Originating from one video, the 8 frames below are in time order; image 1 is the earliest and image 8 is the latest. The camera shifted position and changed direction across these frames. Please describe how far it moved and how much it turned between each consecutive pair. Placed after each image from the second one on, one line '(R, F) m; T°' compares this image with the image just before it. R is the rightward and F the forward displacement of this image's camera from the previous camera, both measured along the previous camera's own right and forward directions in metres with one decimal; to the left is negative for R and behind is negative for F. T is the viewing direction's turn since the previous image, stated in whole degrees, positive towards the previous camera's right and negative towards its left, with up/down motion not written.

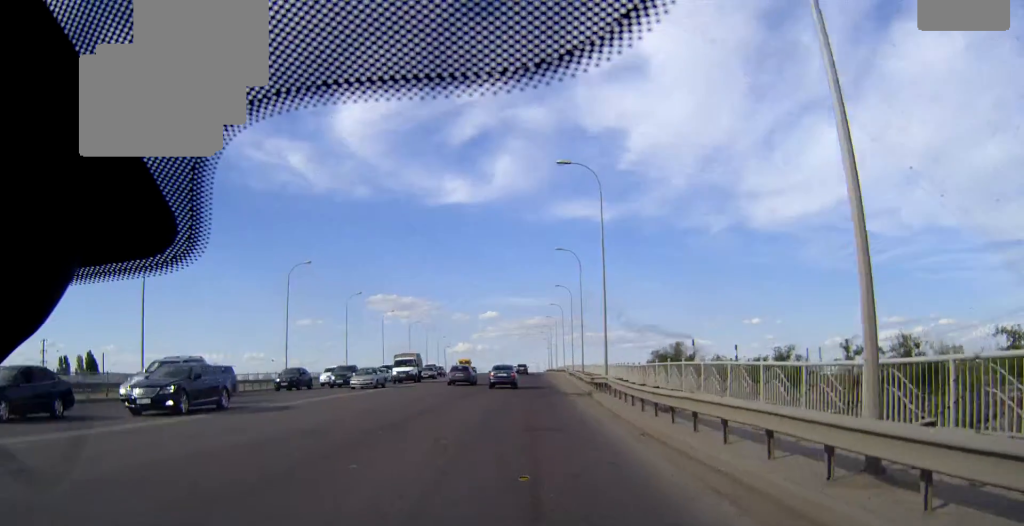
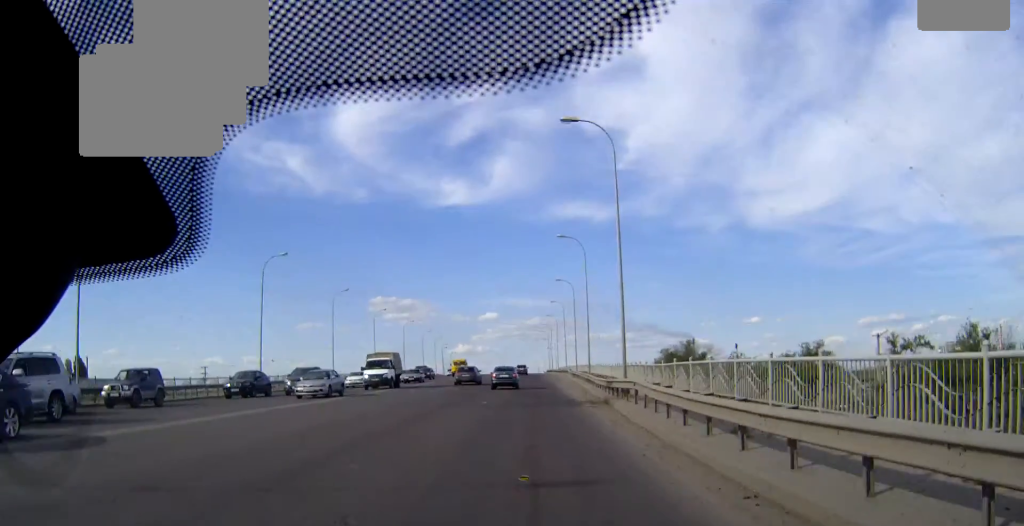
(0.0, +7.0) m; 0°
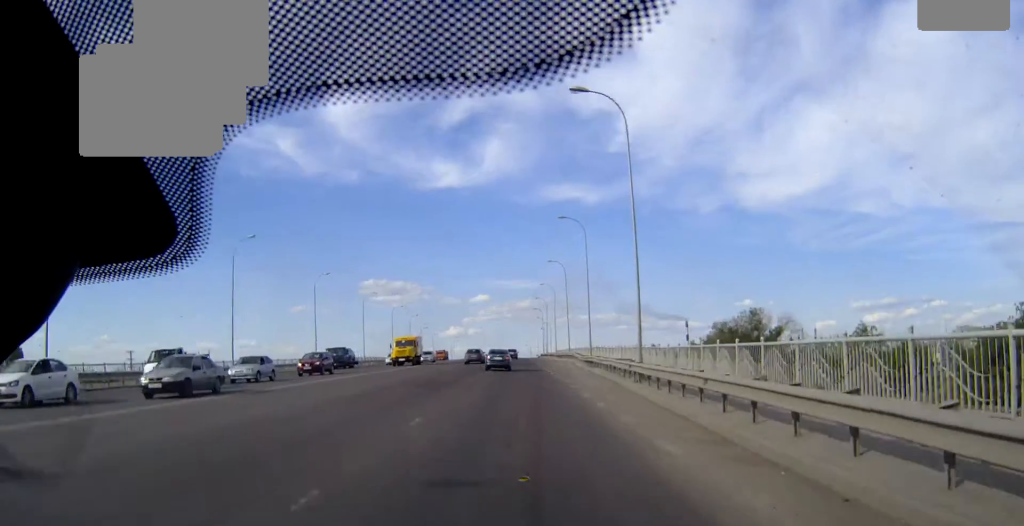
(+0.1, +31.1) m; 0°
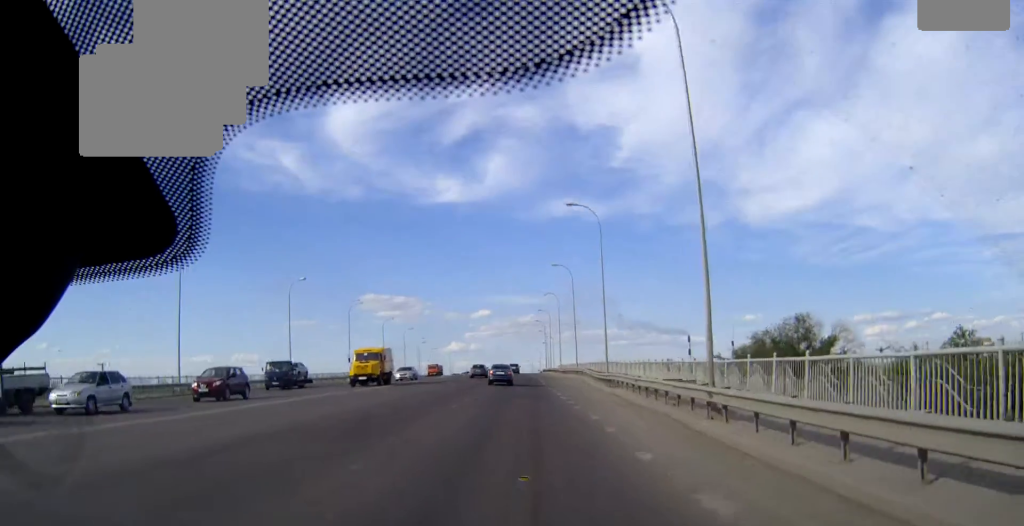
(0.0, +11.1) m; 0°
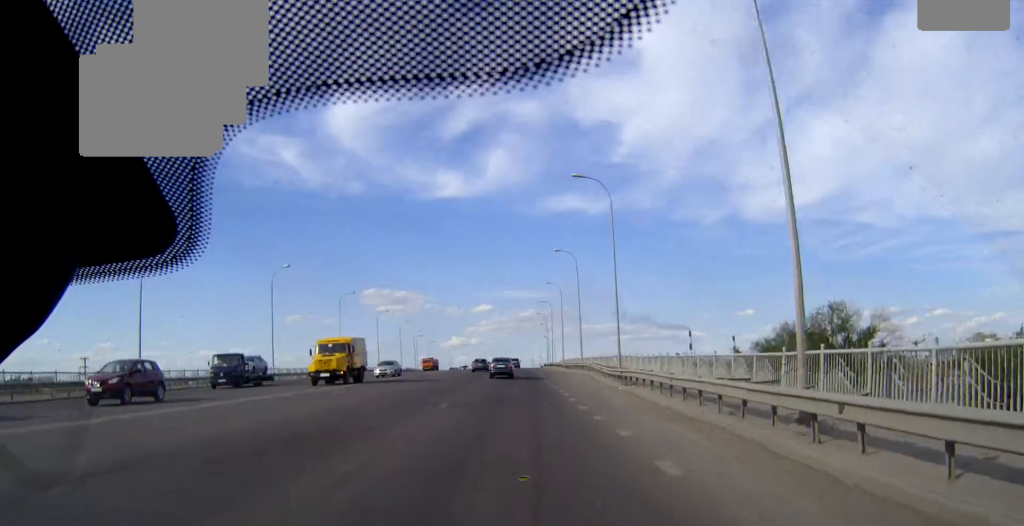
(0.0, +6.2) m; 0°
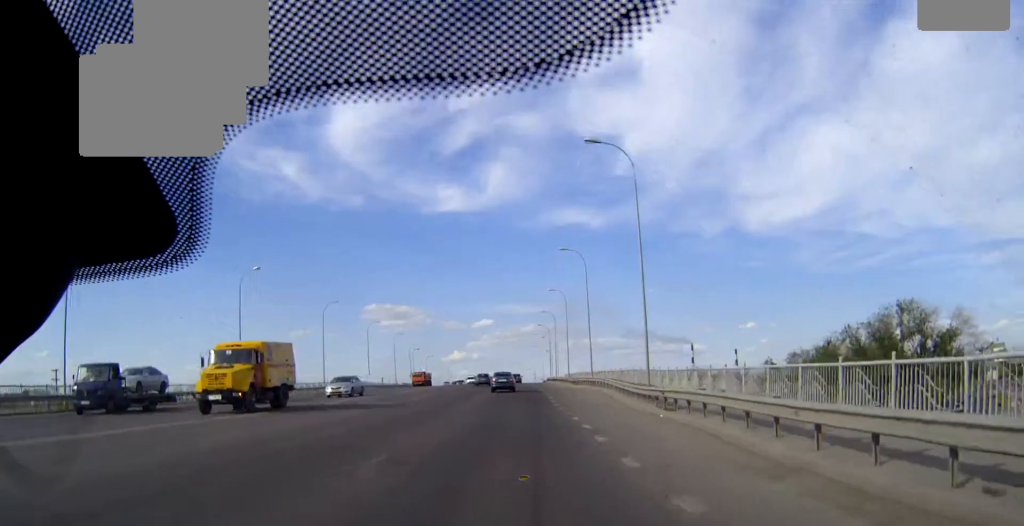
(0.0, +9.5) m; 0°
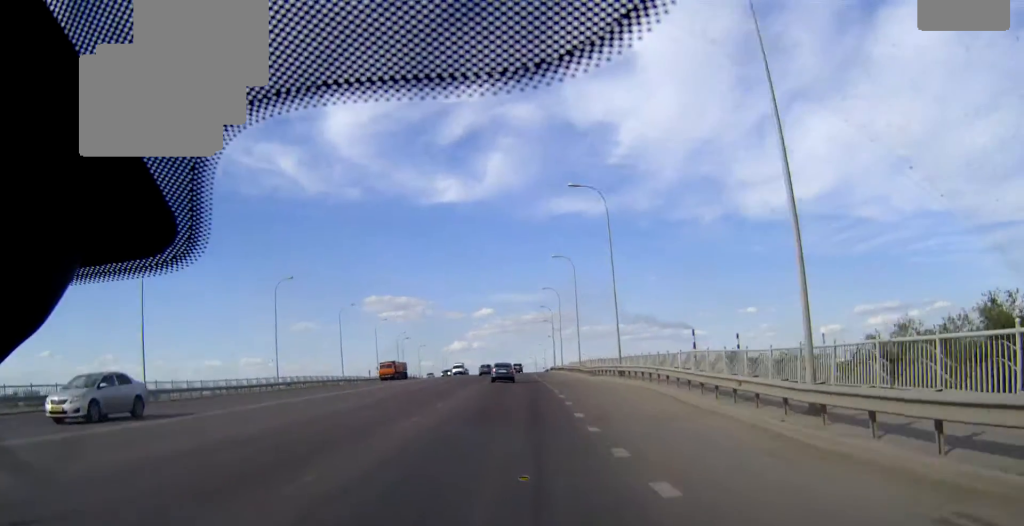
(0.0, +18.9) m; 0°
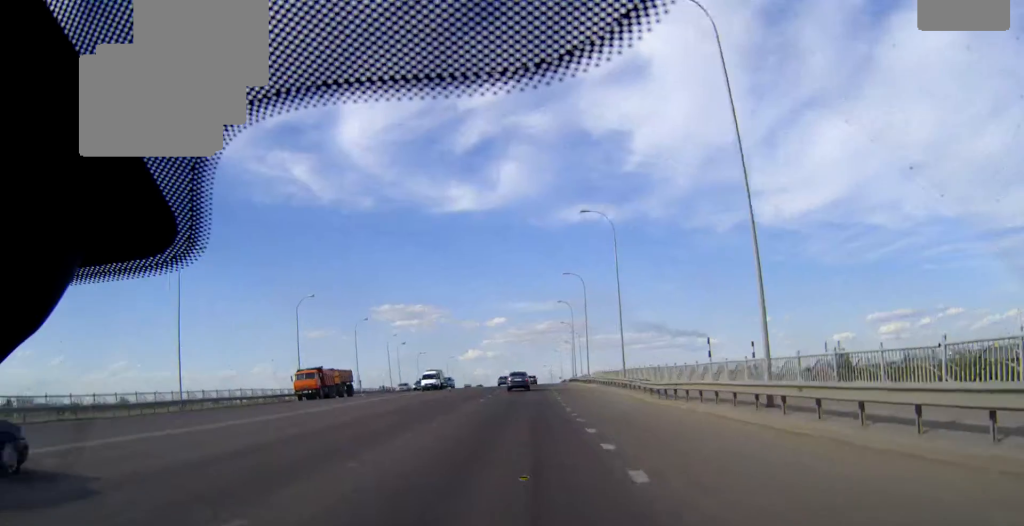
(-0.2, +26.0) m; -1°
